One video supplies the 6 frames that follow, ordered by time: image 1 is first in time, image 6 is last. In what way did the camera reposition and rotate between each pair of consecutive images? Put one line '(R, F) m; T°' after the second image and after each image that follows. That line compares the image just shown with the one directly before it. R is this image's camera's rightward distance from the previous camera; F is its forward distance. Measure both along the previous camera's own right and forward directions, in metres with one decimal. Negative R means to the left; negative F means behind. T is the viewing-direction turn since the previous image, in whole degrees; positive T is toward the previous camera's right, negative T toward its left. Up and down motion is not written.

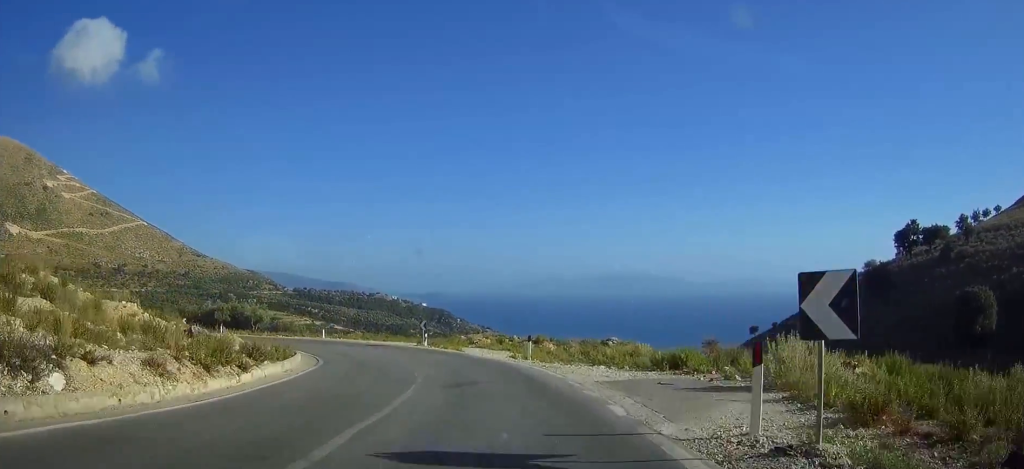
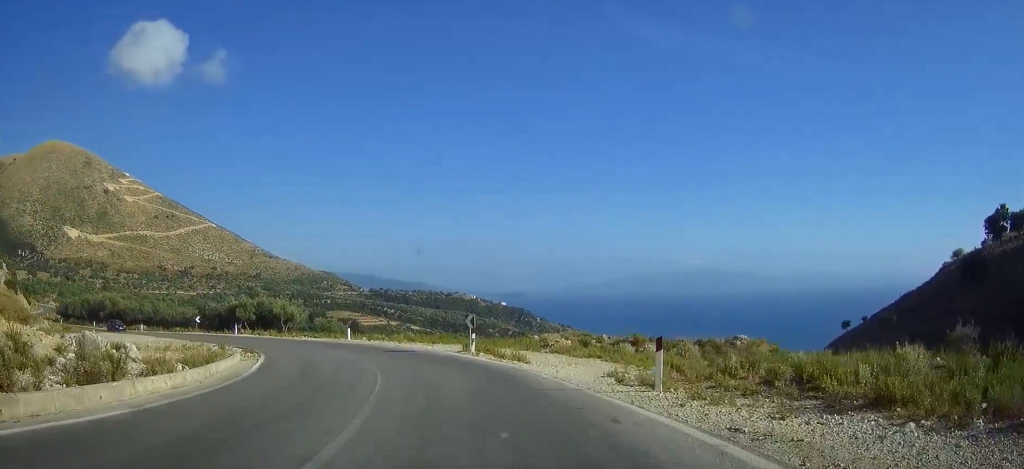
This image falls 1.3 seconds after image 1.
(-0.5, +15.5) m; -6°
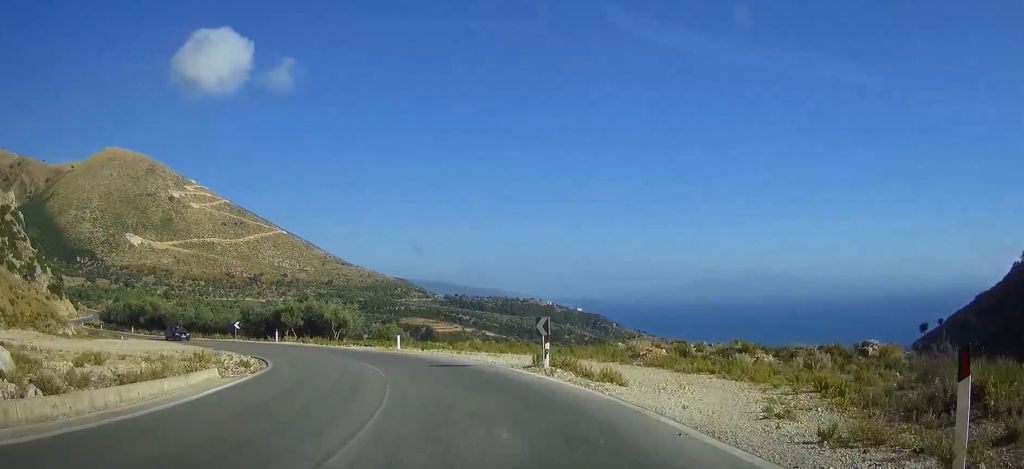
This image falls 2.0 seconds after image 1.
(-0.2, +7.8) m; -6°
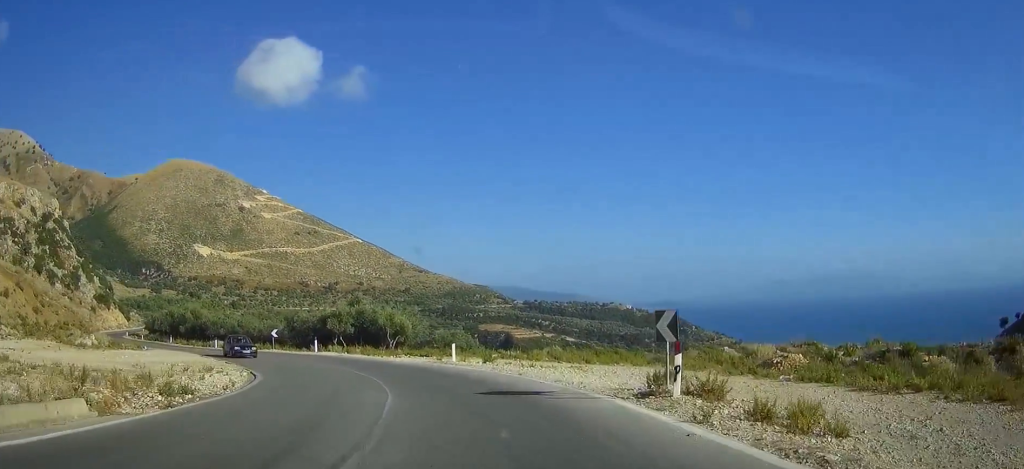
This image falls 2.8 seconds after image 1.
(-0.7, +9.2) m; -8°
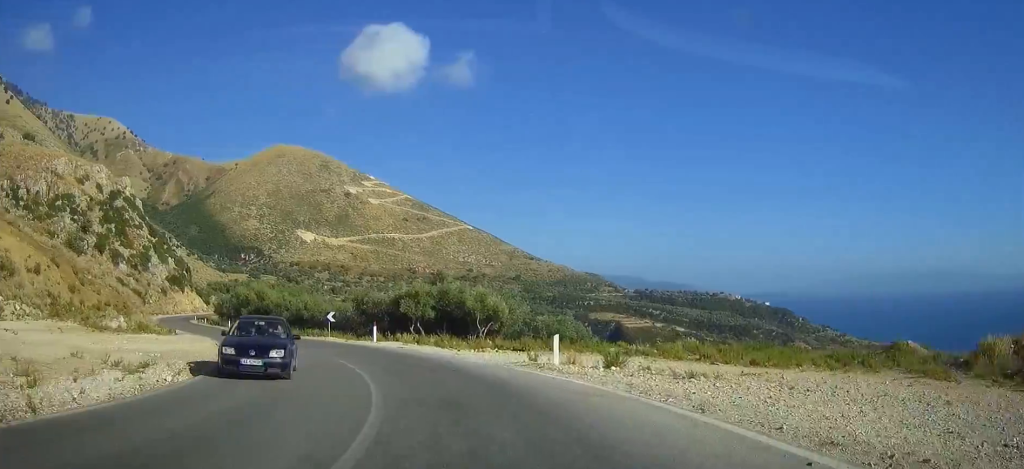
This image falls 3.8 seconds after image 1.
(-1.1, +11.5) m; -12°
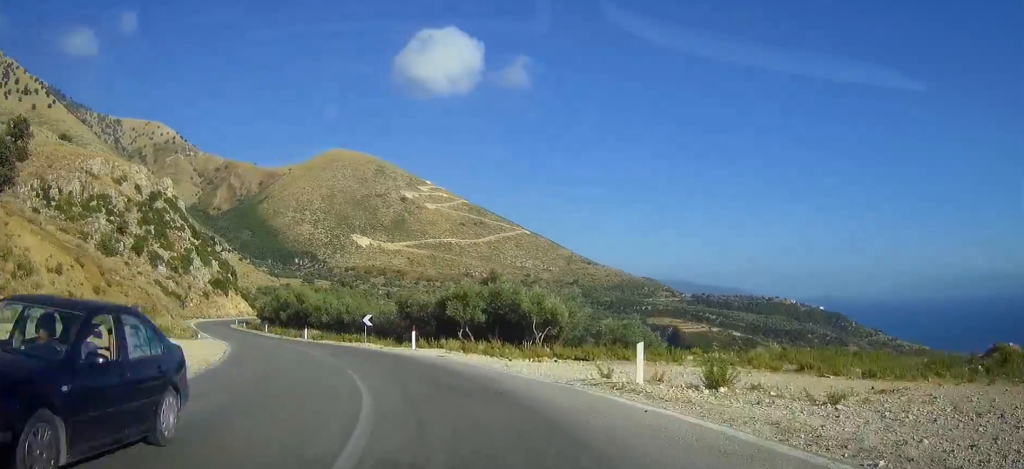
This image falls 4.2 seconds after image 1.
(-0.2, +5.0) m; -4°
